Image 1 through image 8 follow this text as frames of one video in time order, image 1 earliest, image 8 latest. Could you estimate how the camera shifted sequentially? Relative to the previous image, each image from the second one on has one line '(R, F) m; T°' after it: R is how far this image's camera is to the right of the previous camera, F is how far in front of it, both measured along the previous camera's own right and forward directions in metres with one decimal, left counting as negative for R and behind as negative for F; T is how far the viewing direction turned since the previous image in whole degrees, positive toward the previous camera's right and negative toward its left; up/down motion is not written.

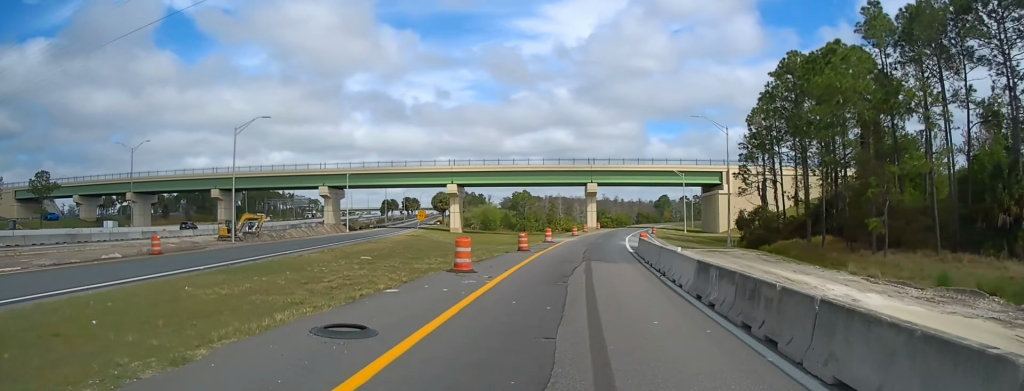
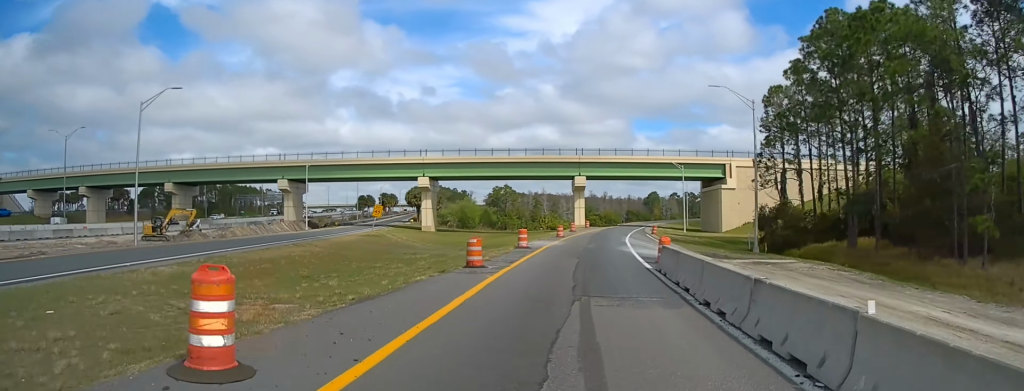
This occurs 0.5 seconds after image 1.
(0.0, +13.2) m; +1°
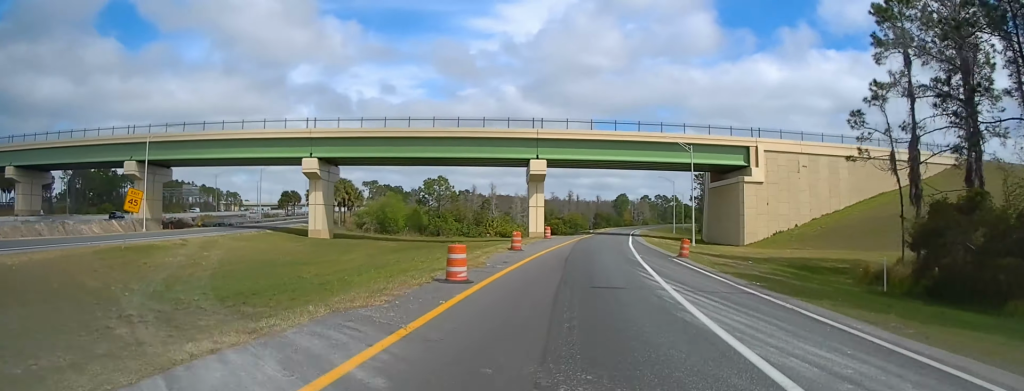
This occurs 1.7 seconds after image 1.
(+1.1, +35.9) m; +3°
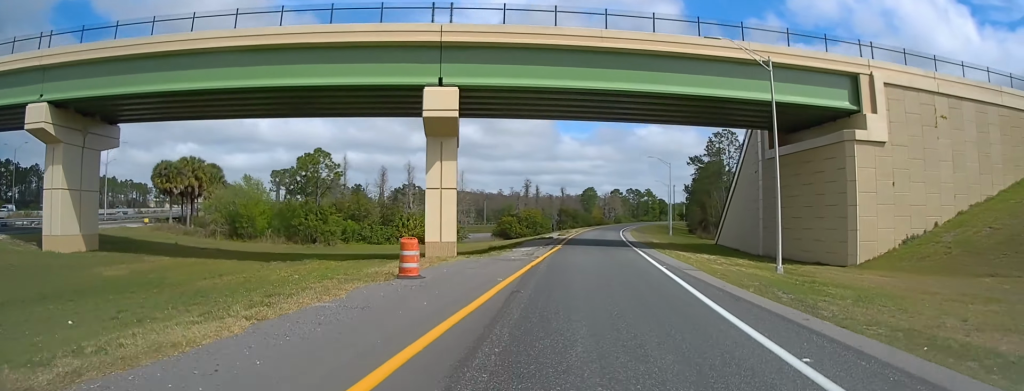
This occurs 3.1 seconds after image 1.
(+0.8, +39.6) m; +2°
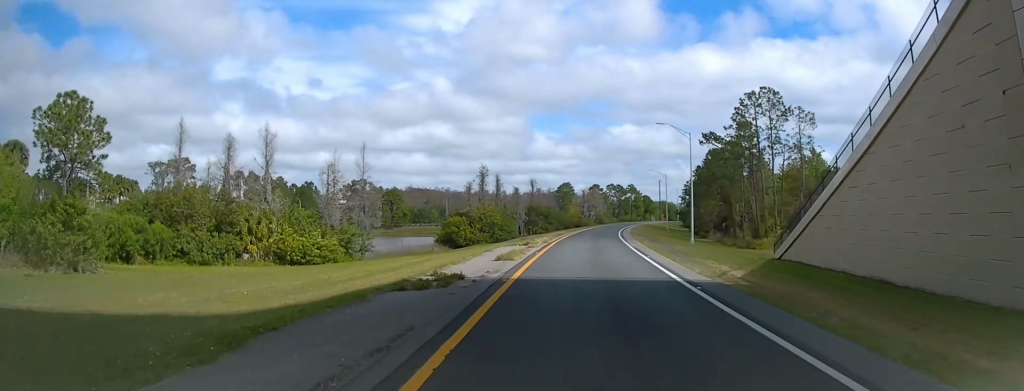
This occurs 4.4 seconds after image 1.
(+0.7, +34.9) m; +2°
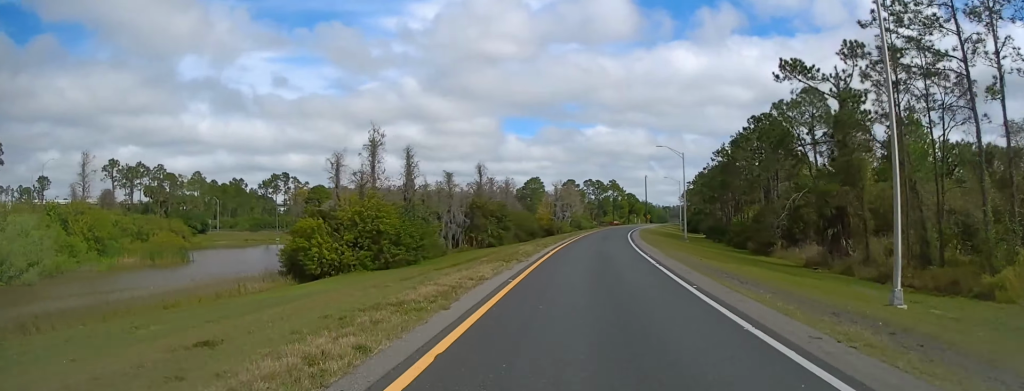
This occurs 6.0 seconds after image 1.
(+1.2, +46.1) m; +3°
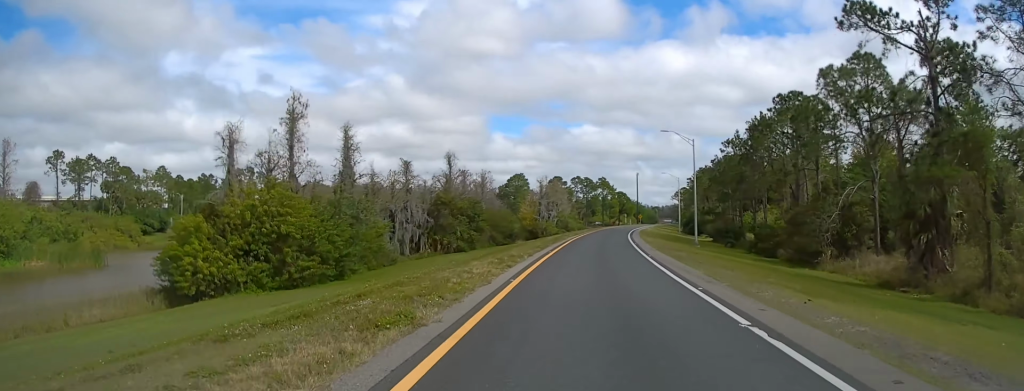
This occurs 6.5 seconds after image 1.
(0.0, +15.1) m; +1°
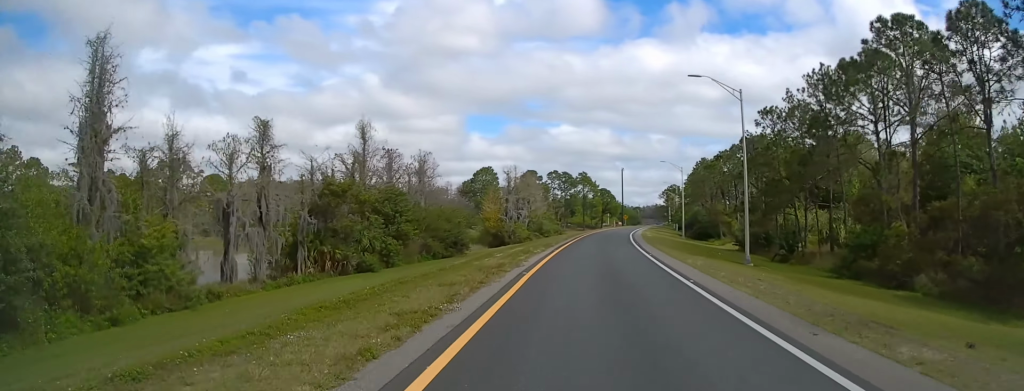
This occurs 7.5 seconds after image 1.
(+0.5, +27.3) m; +3°
